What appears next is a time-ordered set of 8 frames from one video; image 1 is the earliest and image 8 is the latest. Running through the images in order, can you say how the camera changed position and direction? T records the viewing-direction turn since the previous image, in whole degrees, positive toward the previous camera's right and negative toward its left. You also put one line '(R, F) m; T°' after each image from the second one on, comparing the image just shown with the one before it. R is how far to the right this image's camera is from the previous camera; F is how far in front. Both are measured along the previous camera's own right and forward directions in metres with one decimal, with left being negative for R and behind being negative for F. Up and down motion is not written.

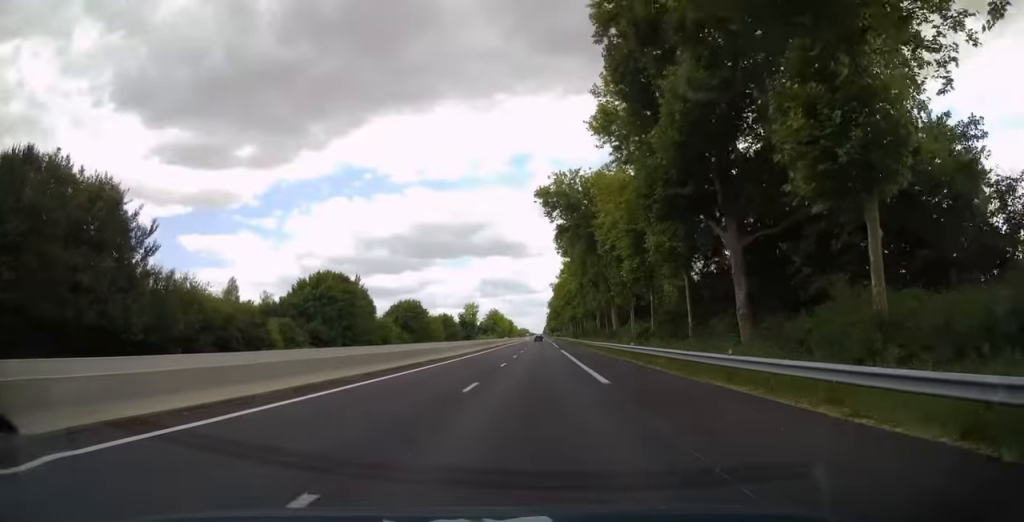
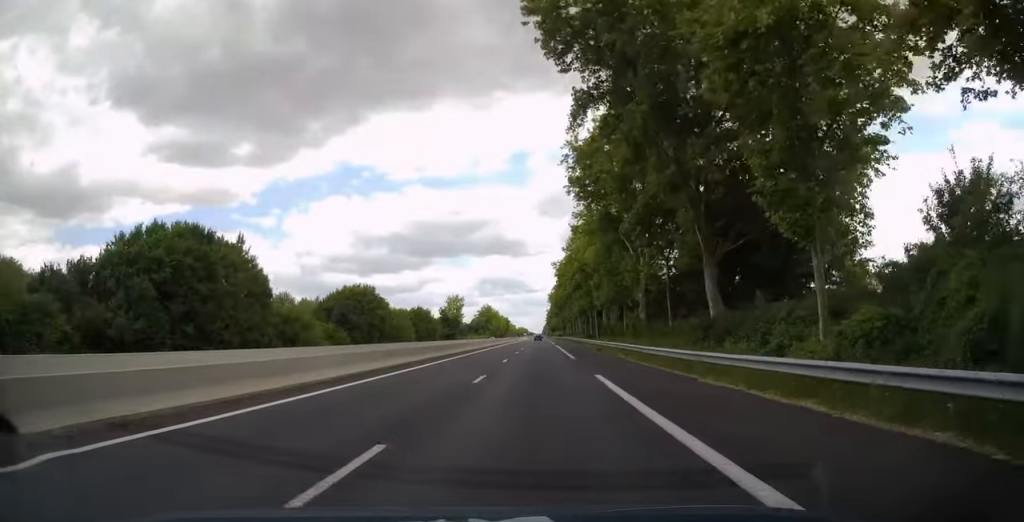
(+0.2, +36.9) m; 0°
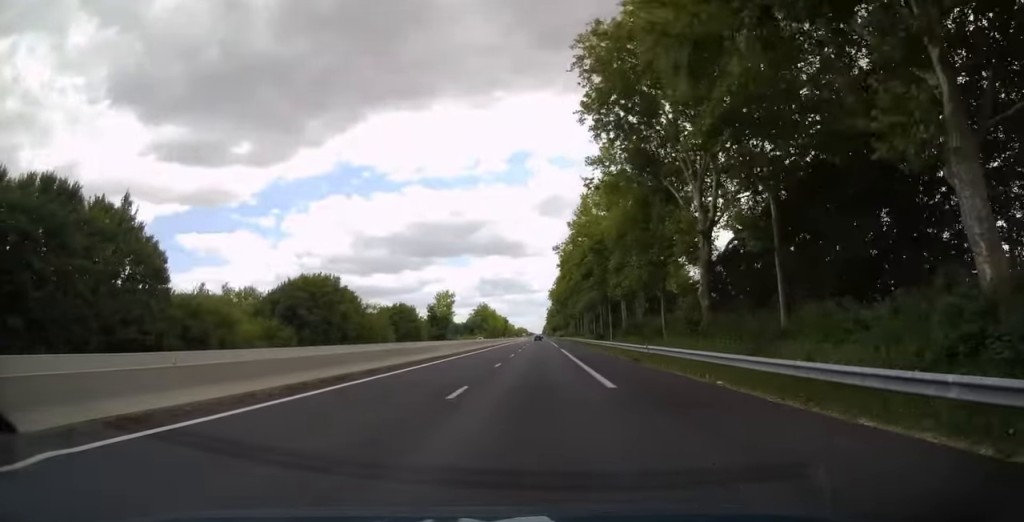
(0.0, +17.7) m; 0°
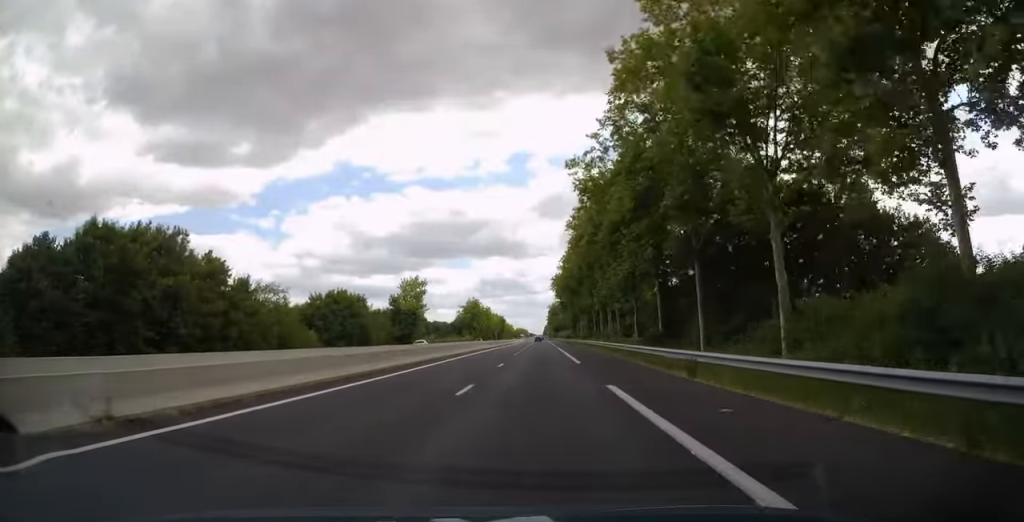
(0.0, +38.2) m; 0°
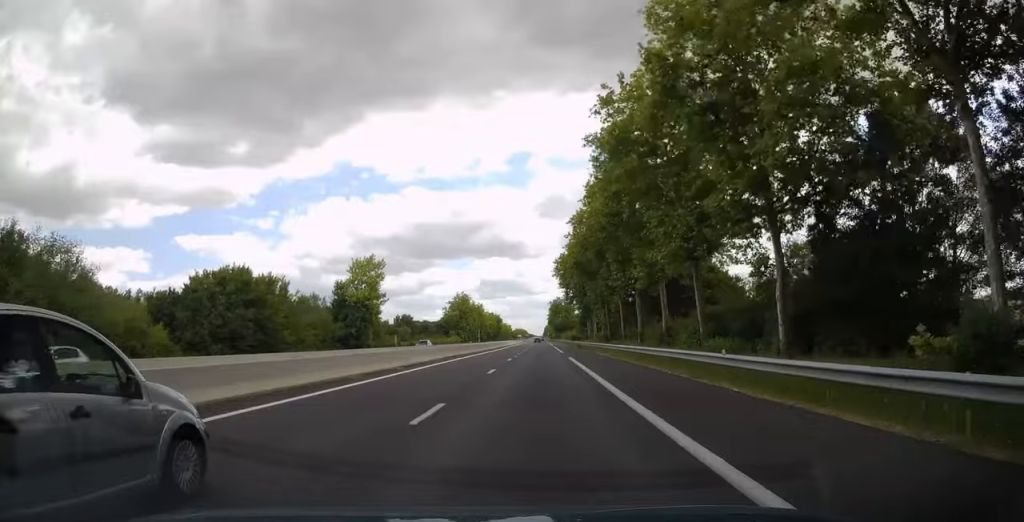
(0.0, +30.8) m; 0°
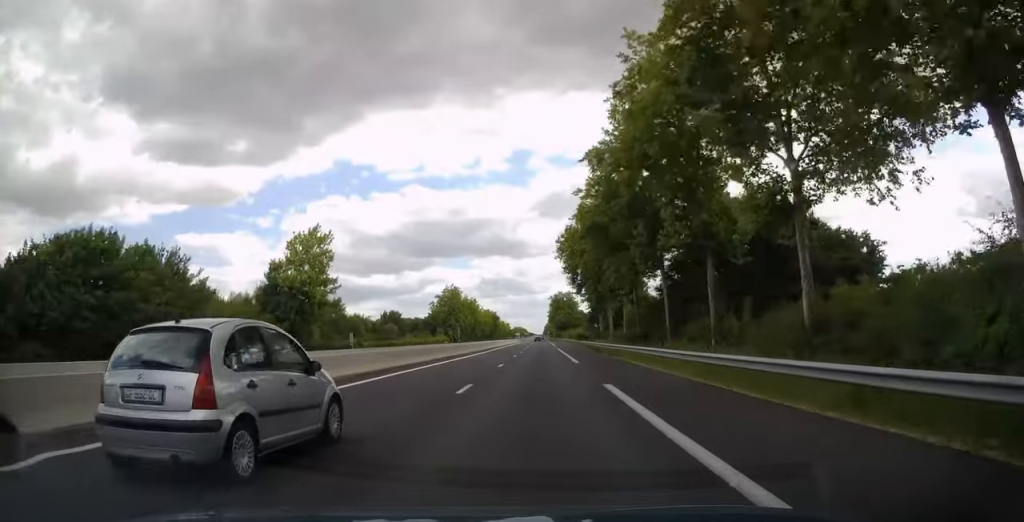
(0.0, +21.1) m; 0°
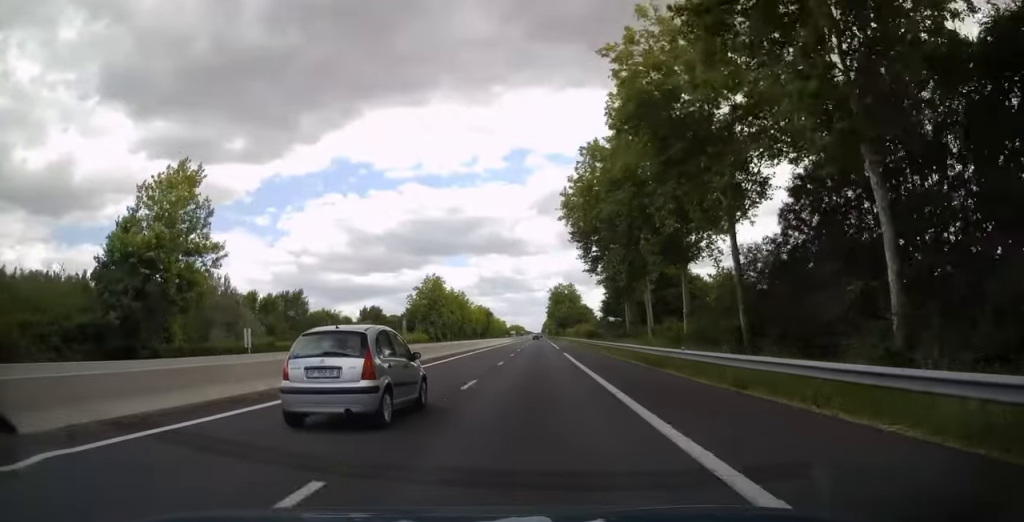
(-0.1, +25.0) m; 0°
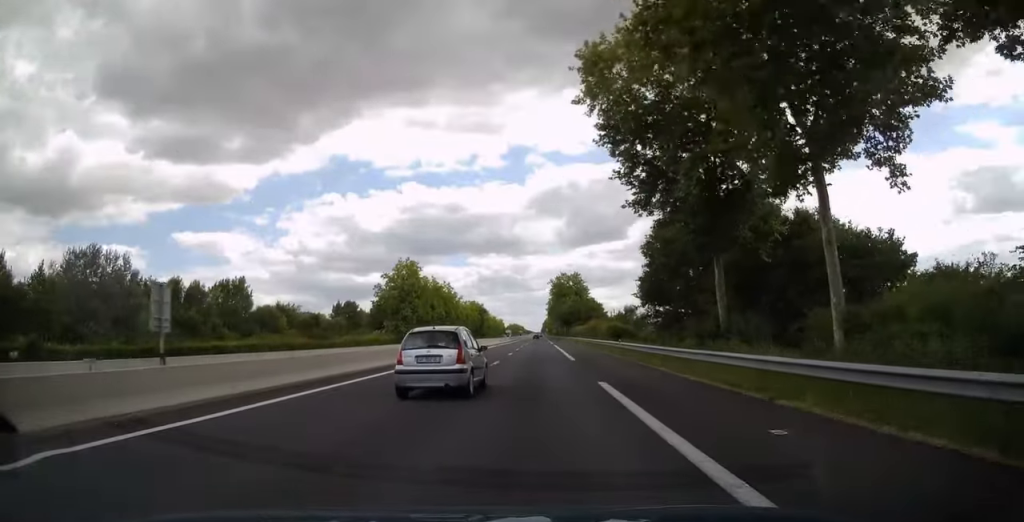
(0.0, +27.5) m; 0°
